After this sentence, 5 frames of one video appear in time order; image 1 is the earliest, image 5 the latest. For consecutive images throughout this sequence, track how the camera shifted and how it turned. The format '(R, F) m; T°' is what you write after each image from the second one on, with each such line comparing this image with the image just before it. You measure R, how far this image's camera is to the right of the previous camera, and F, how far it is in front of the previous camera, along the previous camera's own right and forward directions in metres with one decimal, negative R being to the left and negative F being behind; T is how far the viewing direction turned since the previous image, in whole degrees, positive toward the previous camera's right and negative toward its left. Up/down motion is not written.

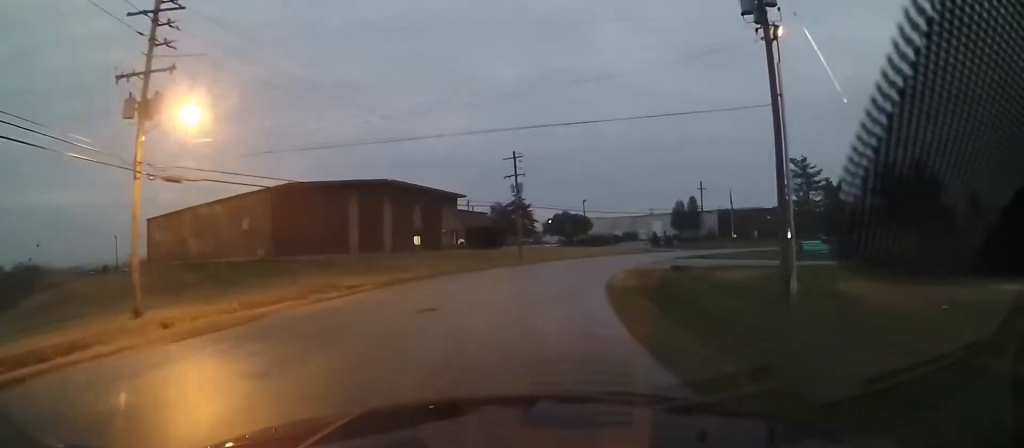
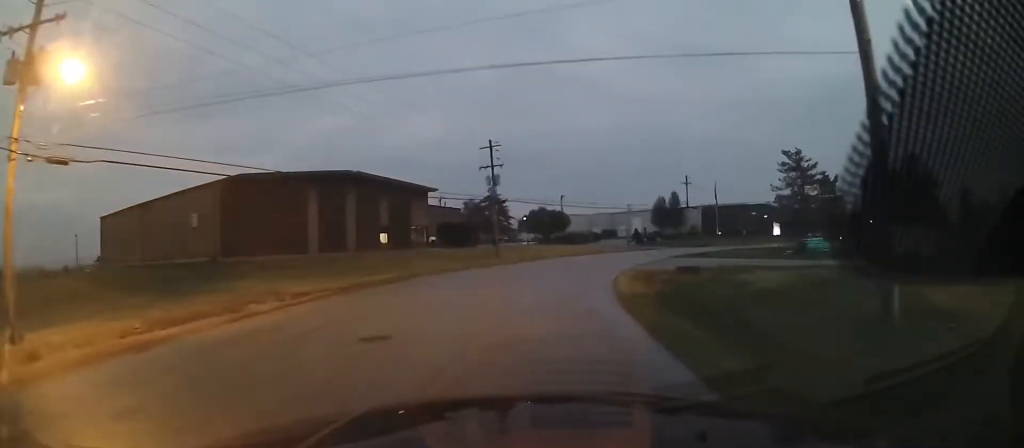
(0.0, +5.4) m; +2°
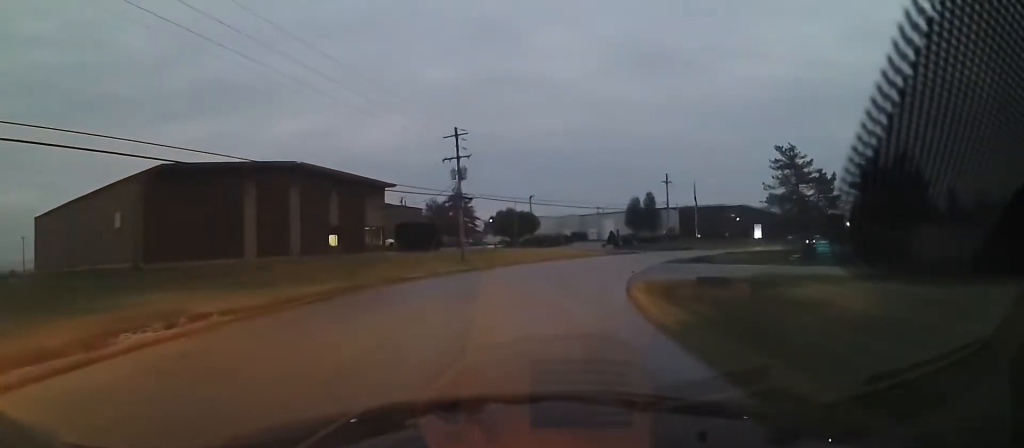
(+0.3, +6.8) m; +4°
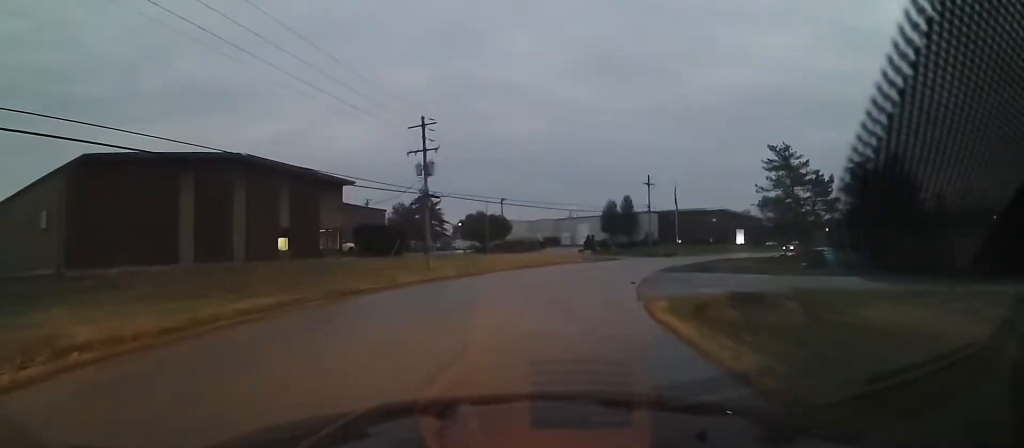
(+0.2, +5.4) m; +3°
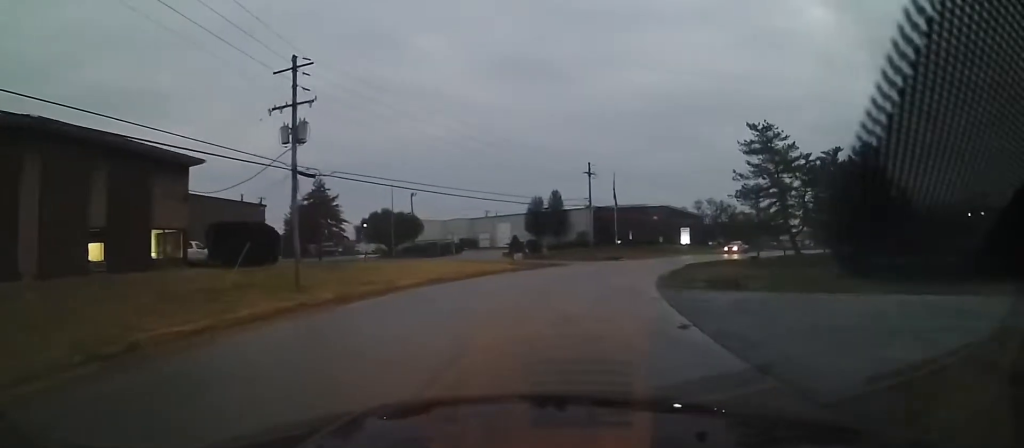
(+1.3, +13.9) m; +11°
